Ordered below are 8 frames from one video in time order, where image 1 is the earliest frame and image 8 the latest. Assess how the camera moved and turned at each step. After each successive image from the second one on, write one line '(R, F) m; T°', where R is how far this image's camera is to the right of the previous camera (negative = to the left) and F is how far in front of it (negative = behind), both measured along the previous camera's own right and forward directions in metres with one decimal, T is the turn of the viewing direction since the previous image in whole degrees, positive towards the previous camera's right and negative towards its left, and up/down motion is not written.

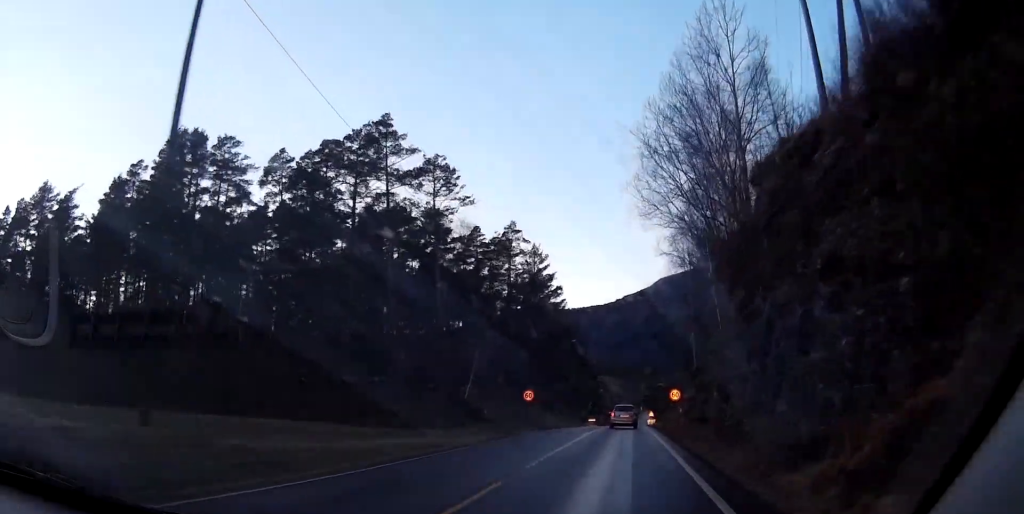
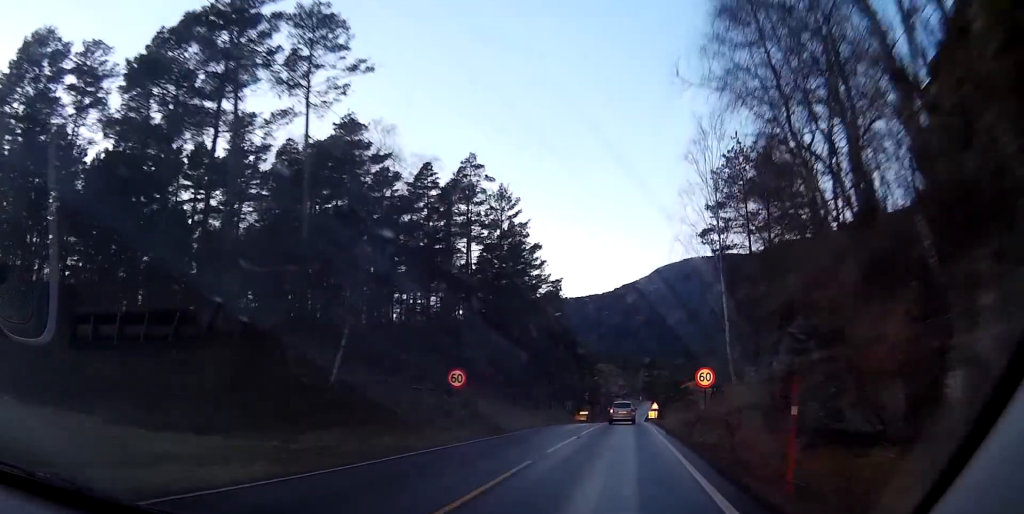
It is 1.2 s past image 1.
(+0.1, +20.2) m; 0°
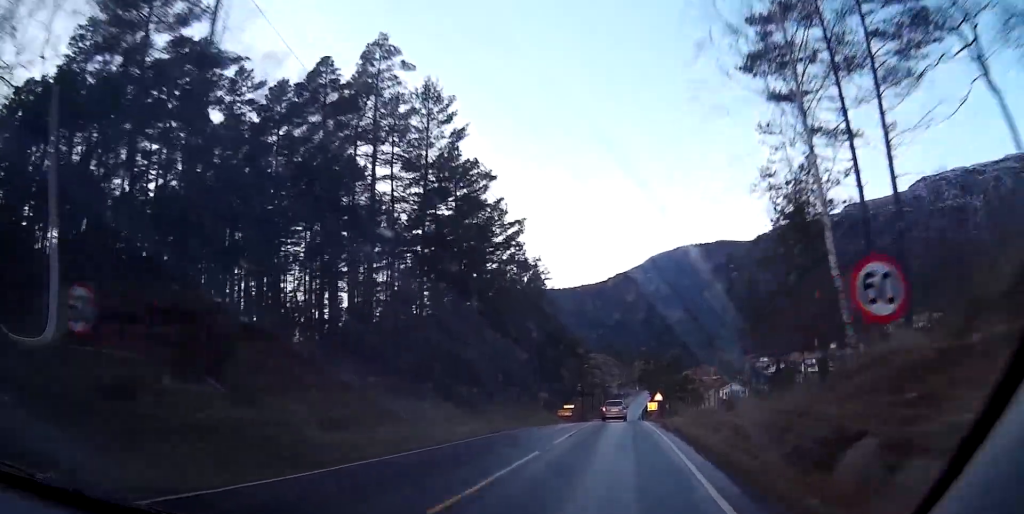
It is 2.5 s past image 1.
(0.0, +21.7) m; 0°
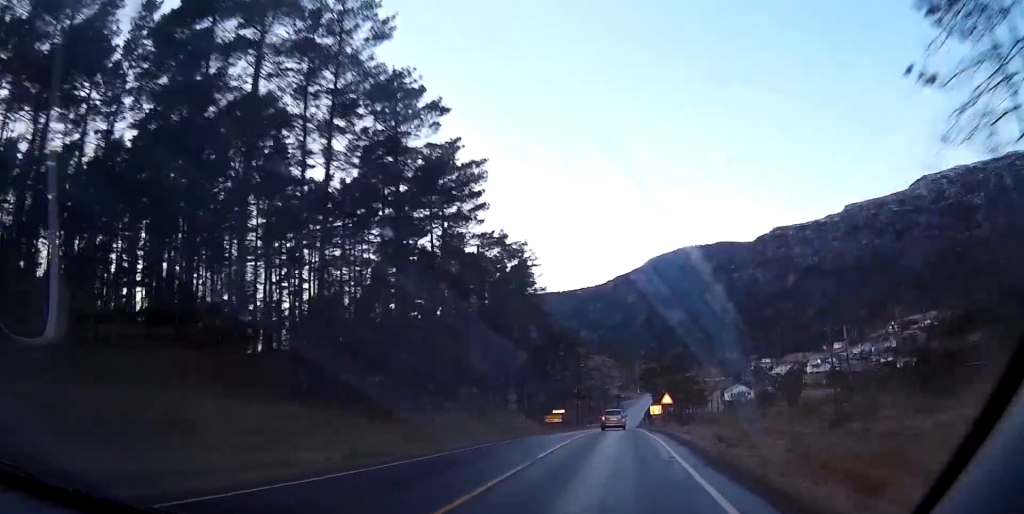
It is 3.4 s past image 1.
(0.0, +14.0) m; 0°
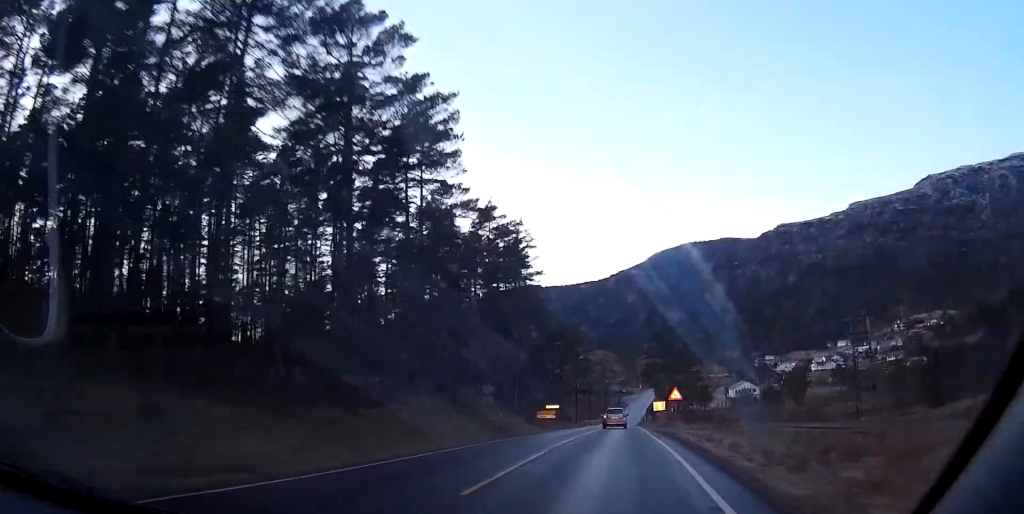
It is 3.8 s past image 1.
(0.0, +7.9) m; 0°
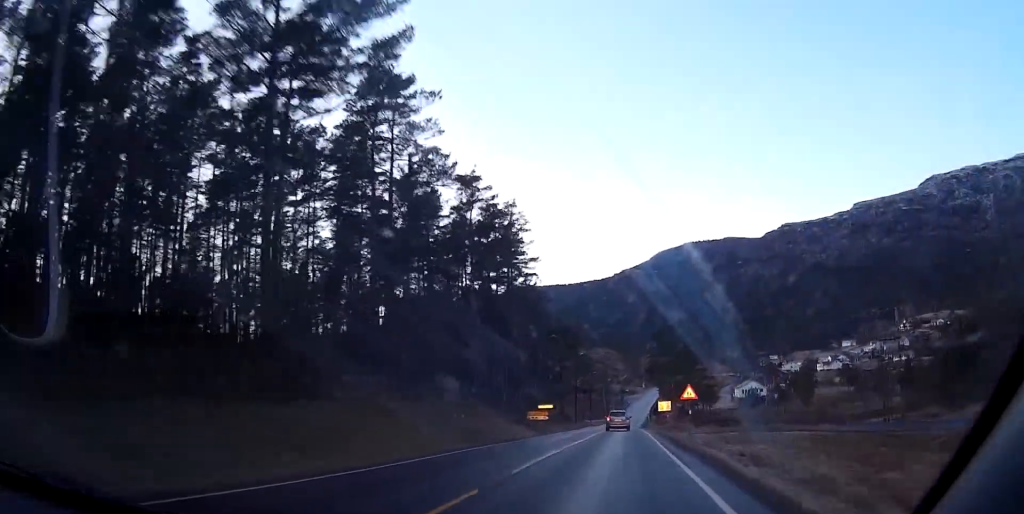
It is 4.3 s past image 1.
(0.0, +8.0) m; 0°
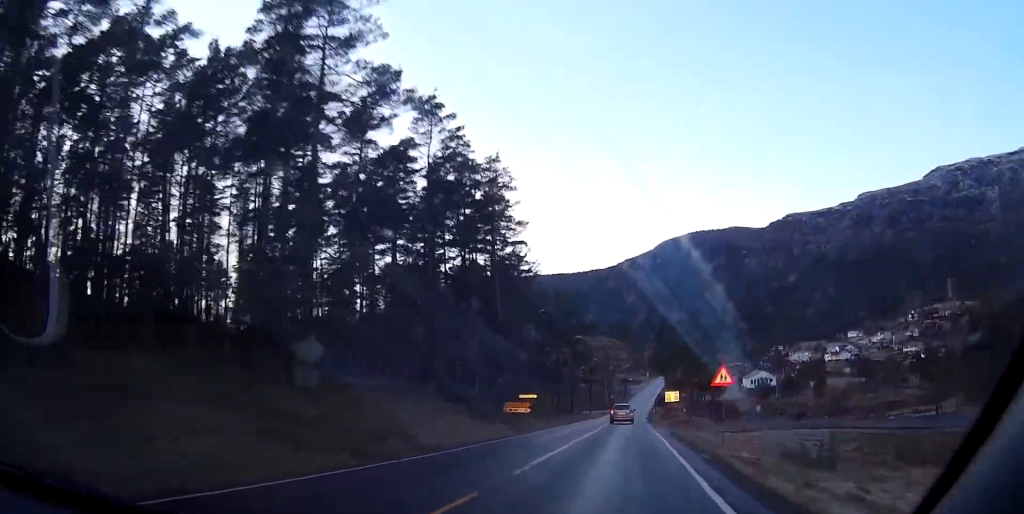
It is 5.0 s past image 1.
(-0.1, +12.3) m; 0°
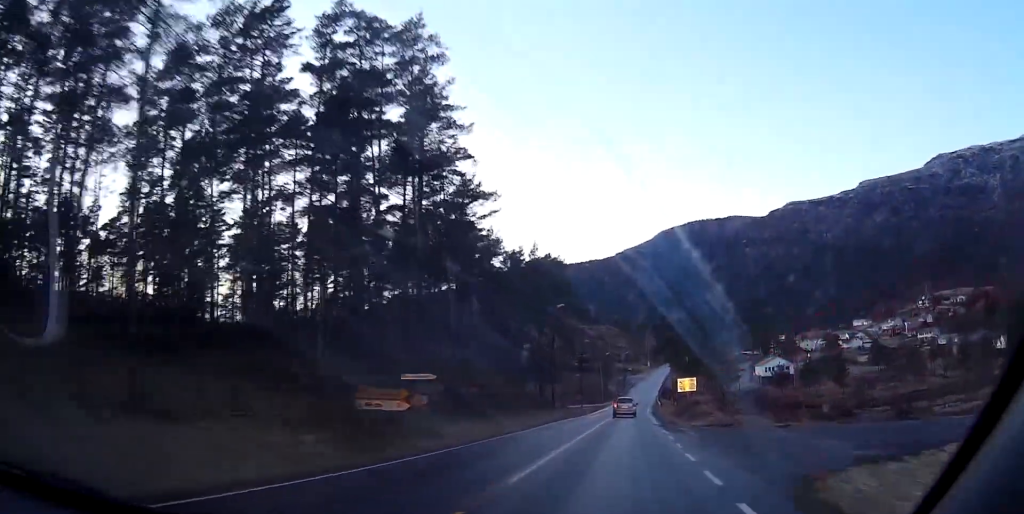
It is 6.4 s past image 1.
(-0.1, +25.7) m; 0°
